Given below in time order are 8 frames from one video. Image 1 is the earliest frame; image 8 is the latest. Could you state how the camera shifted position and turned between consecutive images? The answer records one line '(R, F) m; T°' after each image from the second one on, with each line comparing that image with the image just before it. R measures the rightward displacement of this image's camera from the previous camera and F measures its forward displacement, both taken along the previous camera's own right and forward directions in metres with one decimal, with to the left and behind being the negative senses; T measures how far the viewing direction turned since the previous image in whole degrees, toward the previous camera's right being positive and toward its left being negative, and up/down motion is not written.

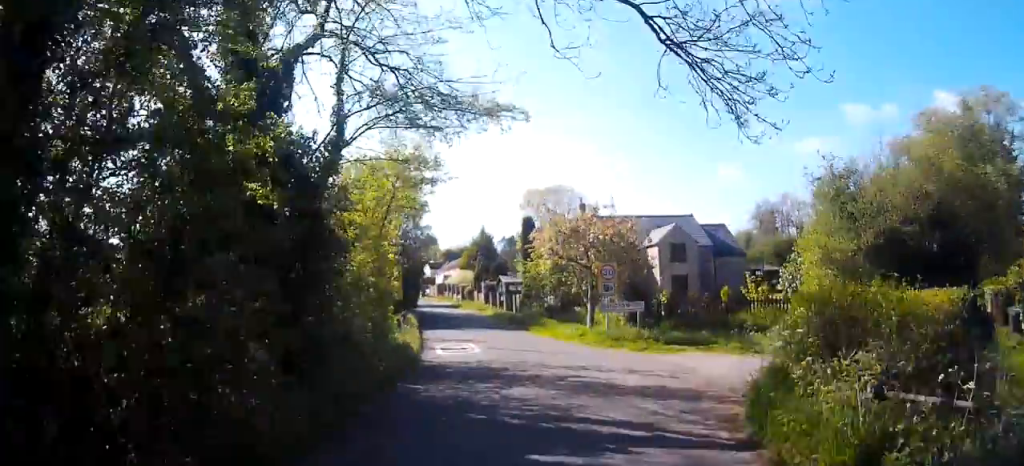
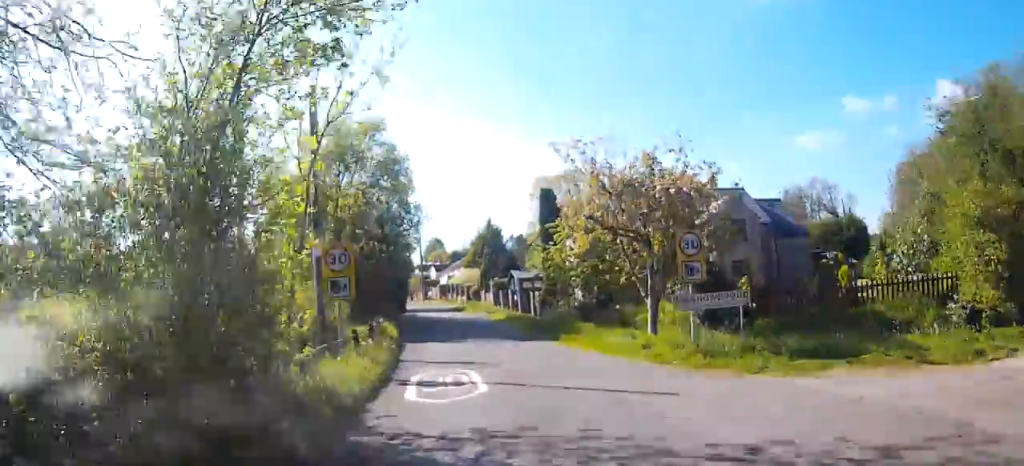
(+0.1, +9.4) m; -1°
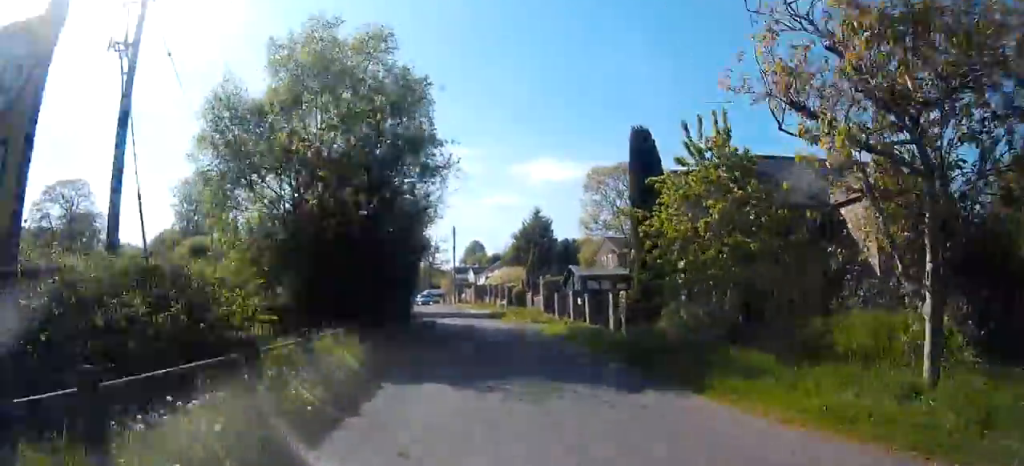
(-0.3, +11.6) m; -1°
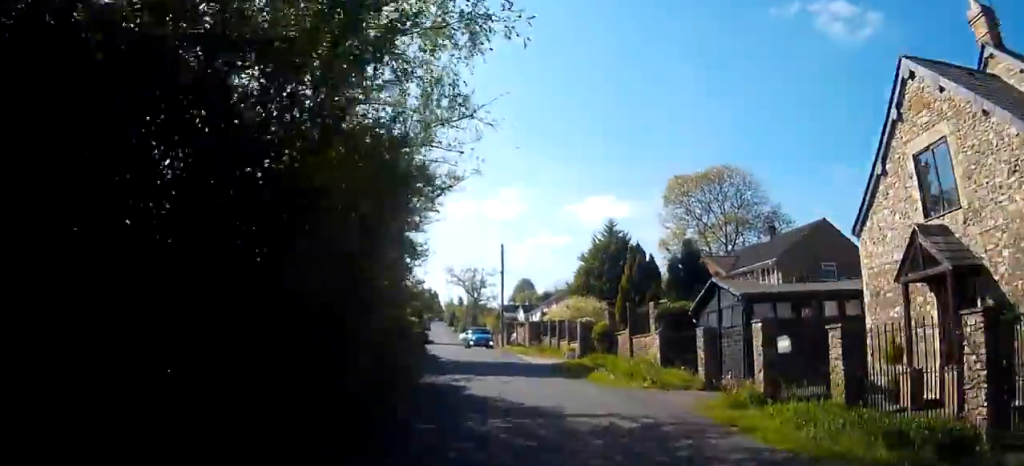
(0.0, +14.9) m; 0°
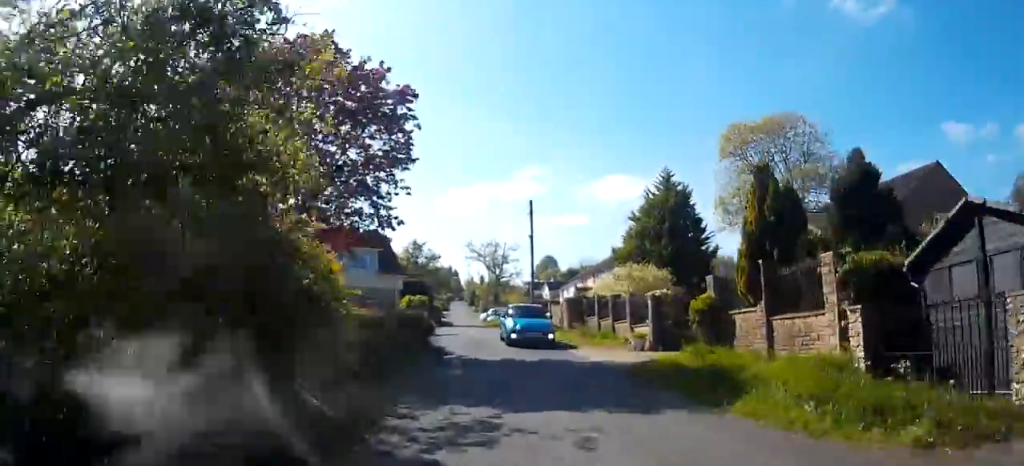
(-0.1, +10.1) m; -1°
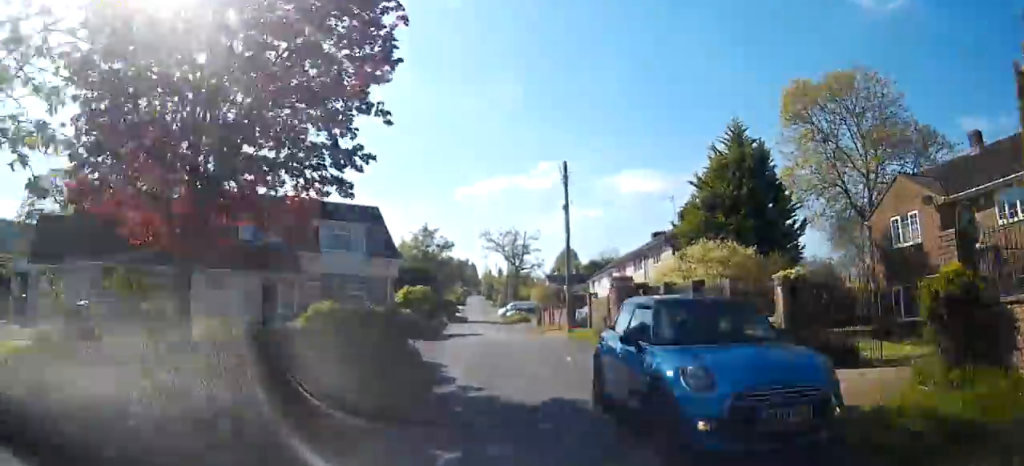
(-0.1, +9.0) m; -2°
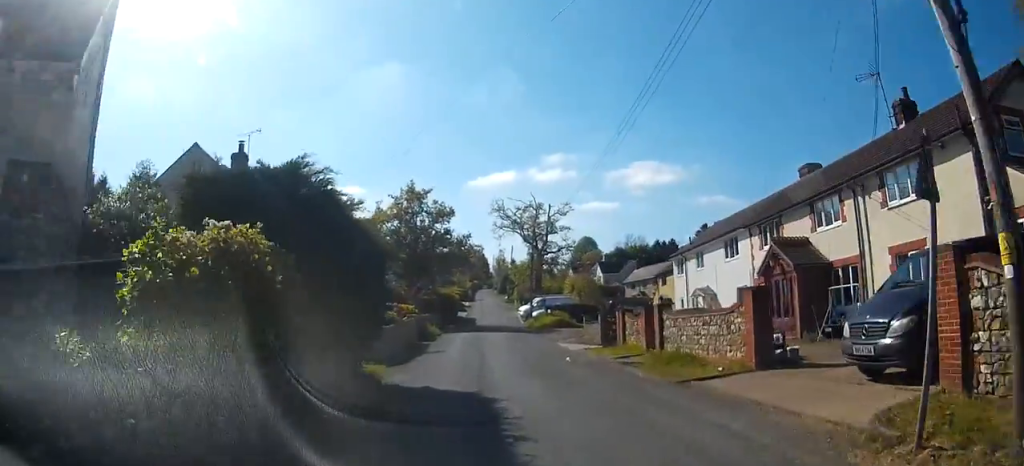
(-1.6, +24.4) m; -4°
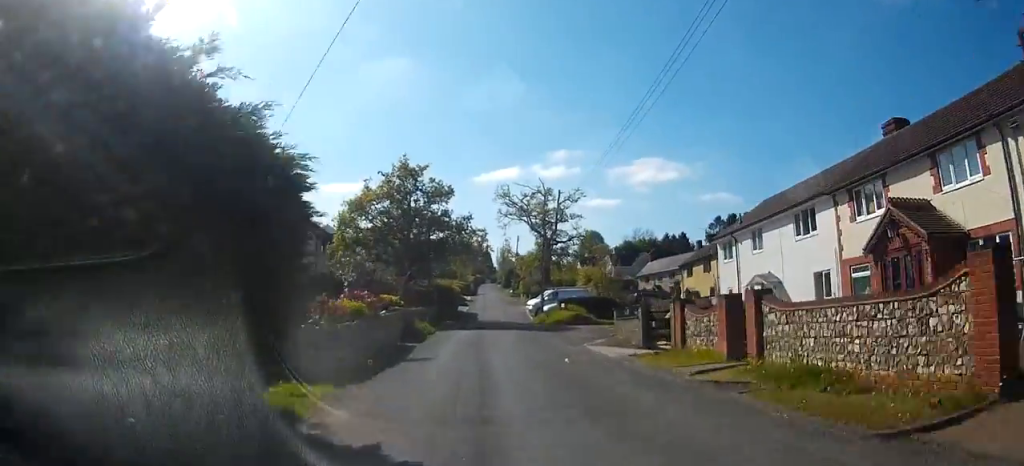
(+0.2, +6.8) m; 0°
